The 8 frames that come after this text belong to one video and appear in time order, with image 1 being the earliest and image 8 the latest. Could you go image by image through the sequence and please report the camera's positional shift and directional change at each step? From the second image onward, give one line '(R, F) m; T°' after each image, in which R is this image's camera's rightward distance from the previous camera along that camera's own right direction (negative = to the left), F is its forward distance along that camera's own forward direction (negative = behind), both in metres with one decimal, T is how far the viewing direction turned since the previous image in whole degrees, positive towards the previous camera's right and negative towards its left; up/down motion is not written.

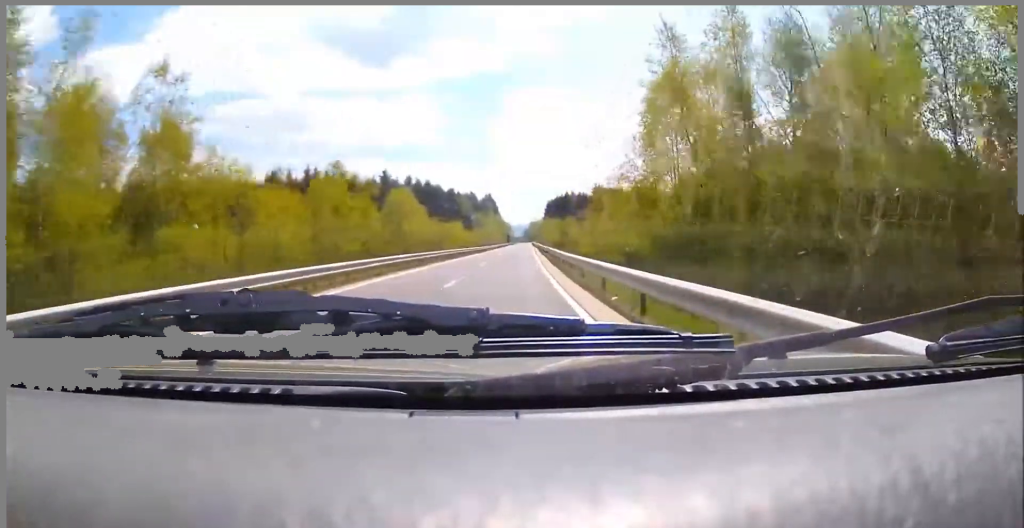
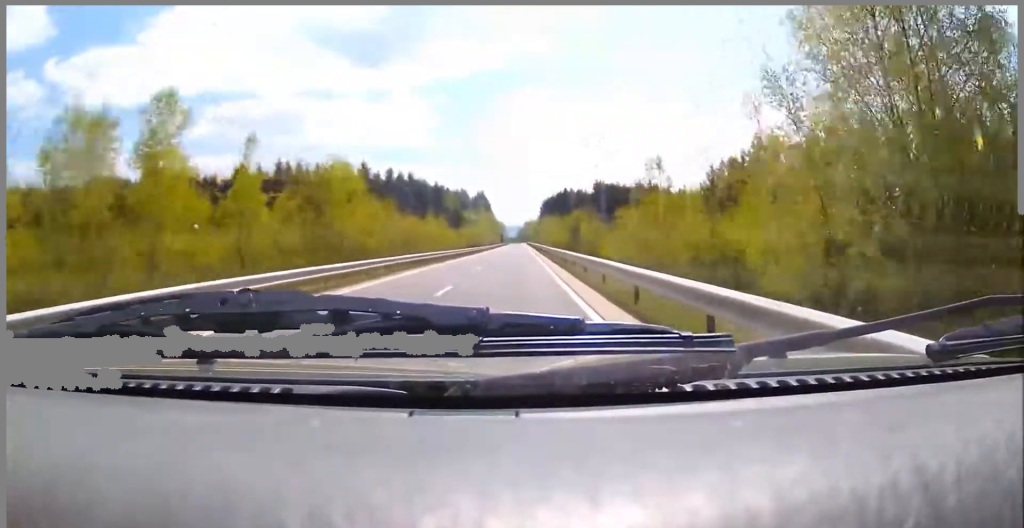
(+0.2, +15.1) m; +1°
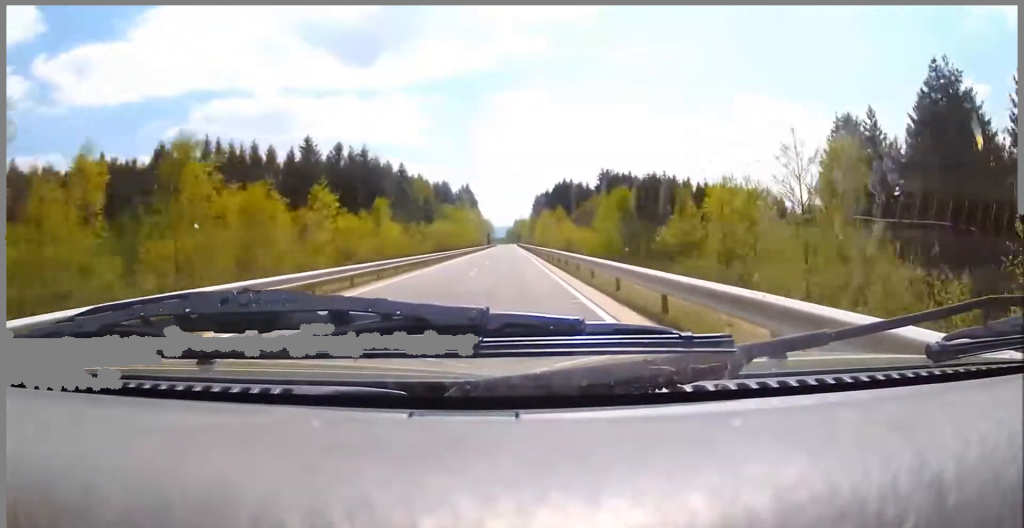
(+0.5, +29.5) m; +1°
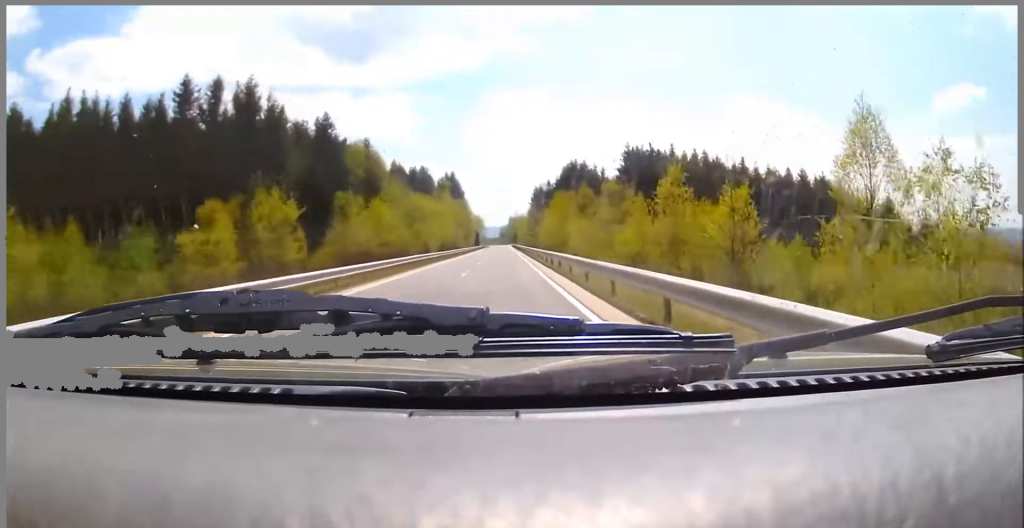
(-0.1, +36.6) m; -1°
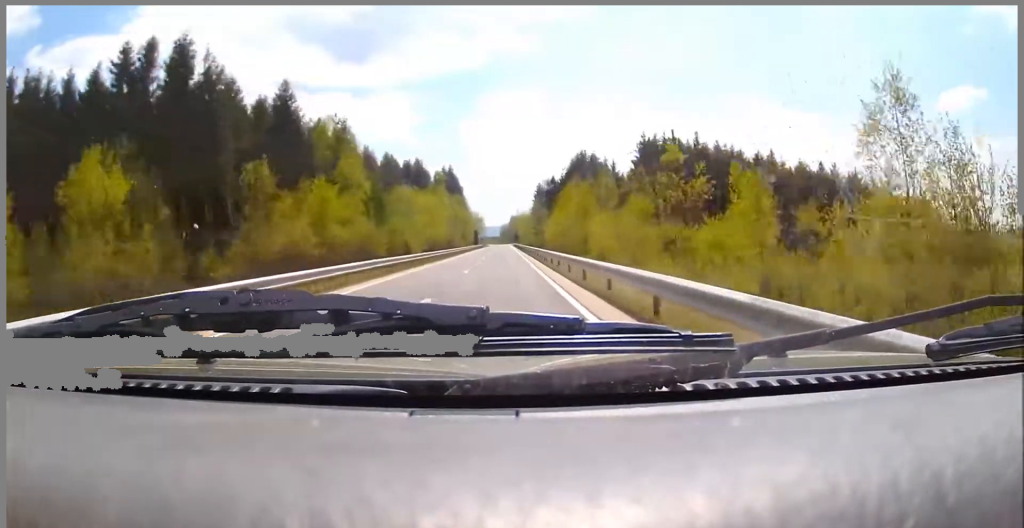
(0.0, +11.5) m; 0°
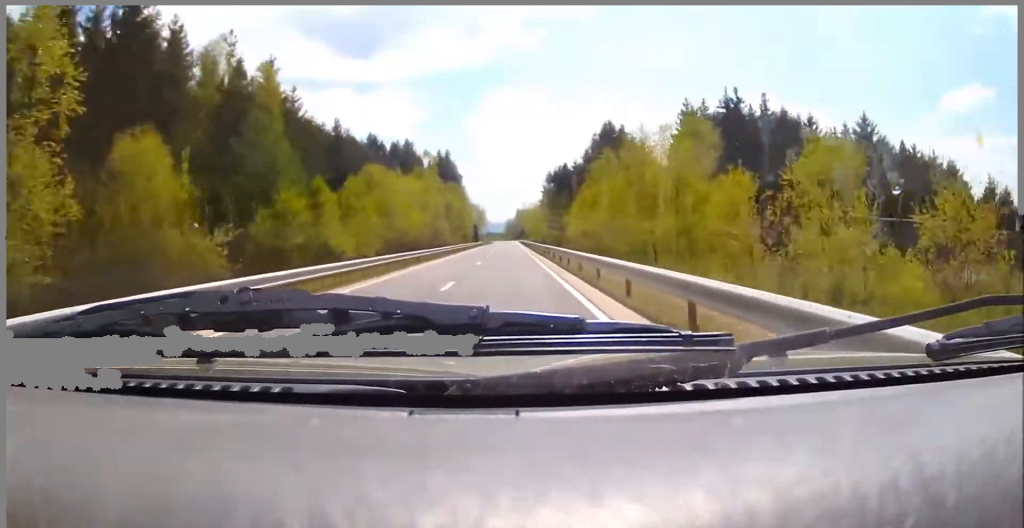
(-0.2, +21.3) m; -1°
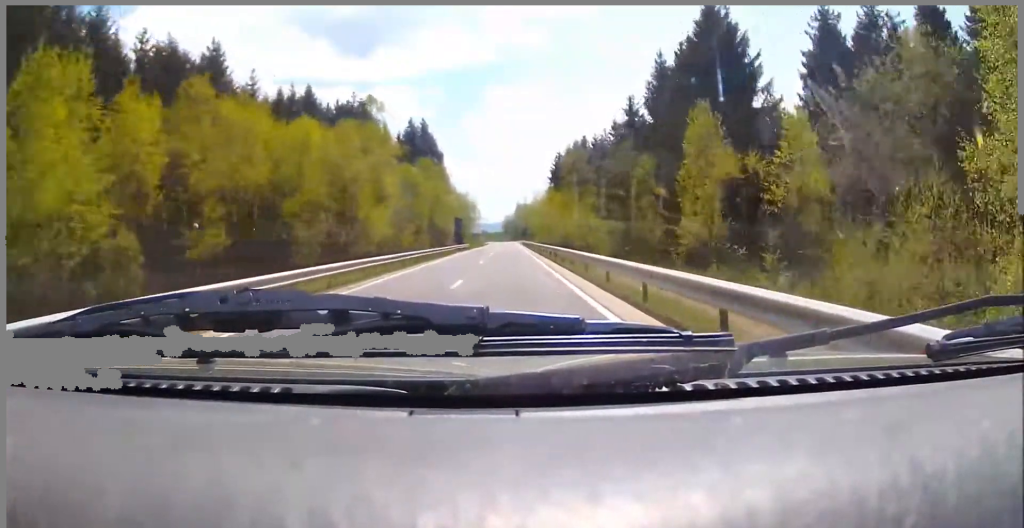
(0.0, +36.6) m; 0°
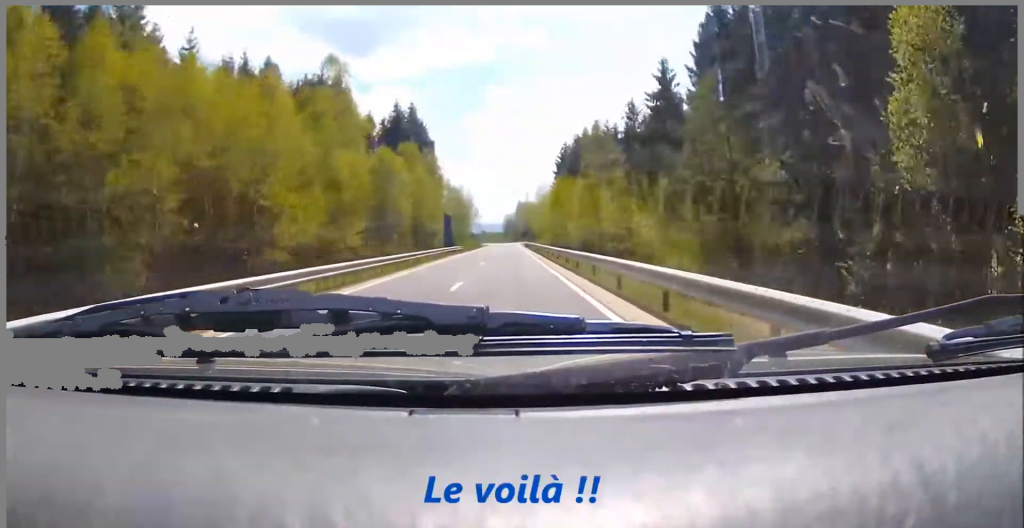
(0.0, +13.2) m; 0°
